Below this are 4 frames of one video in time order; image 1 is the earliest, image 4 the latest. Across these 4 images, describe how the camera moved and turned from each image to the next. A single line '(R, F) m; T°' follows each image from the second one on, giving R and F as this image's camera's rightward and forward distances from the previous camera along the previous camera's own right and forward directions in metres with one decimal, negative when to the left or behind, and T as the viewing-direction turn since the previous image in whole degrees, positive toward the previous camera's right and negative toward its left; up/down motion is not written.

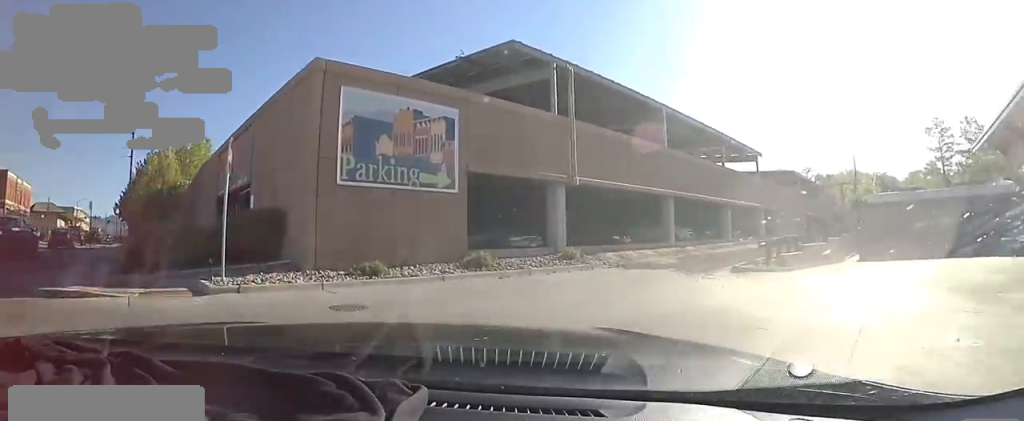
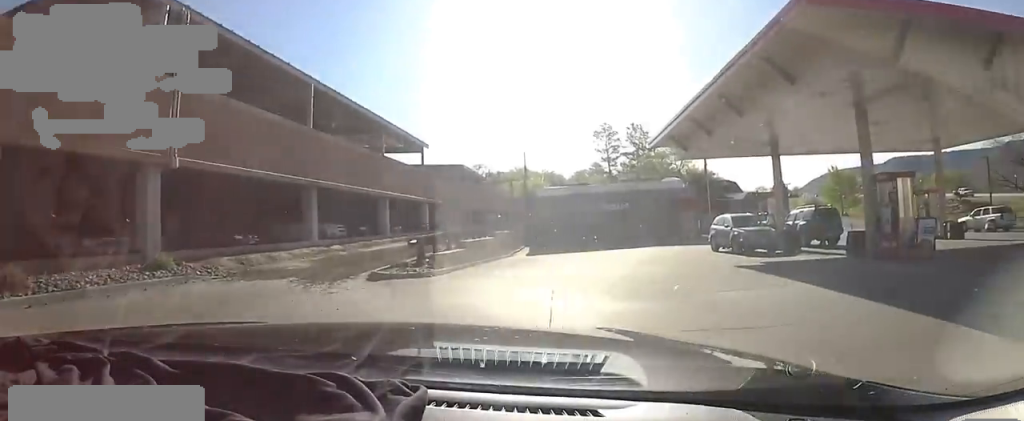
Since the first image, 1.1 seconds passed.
(+0.3, +4.3) m; +54°
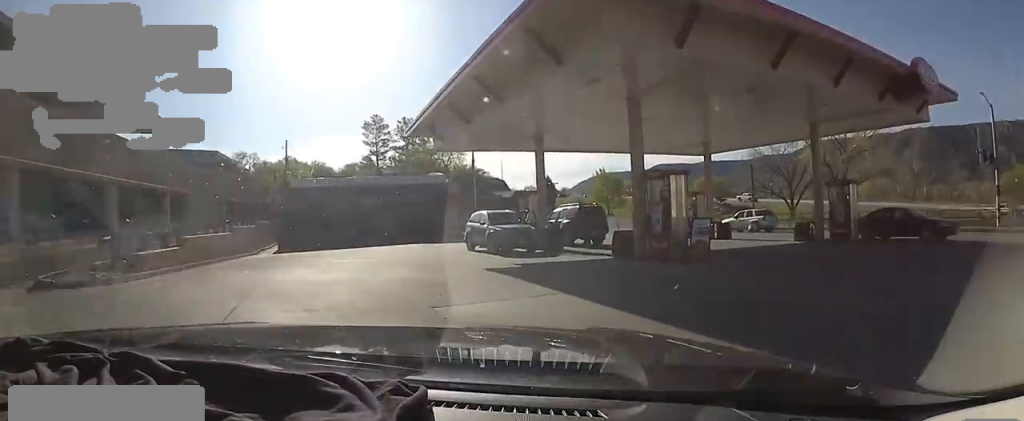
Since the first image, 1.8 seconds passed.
(+2.1, +1.7) m; +29°
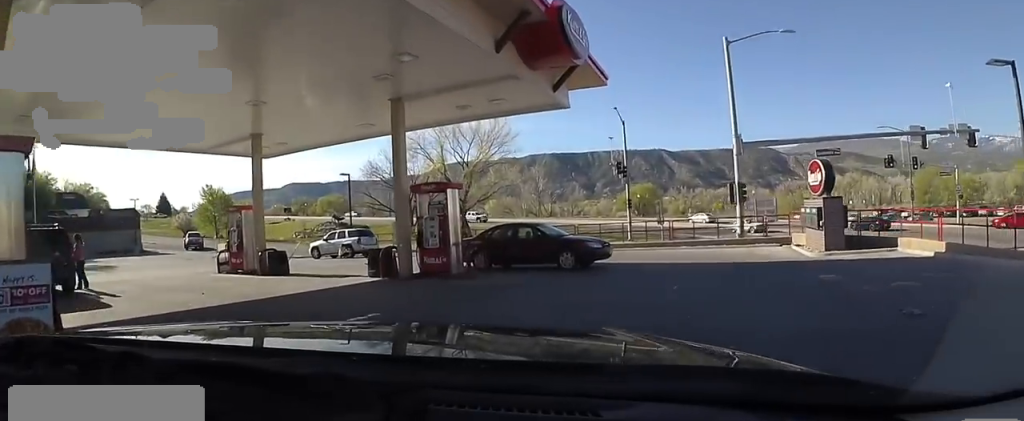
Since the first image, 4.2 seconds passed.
(+3.4, +7.6) m; +44°
